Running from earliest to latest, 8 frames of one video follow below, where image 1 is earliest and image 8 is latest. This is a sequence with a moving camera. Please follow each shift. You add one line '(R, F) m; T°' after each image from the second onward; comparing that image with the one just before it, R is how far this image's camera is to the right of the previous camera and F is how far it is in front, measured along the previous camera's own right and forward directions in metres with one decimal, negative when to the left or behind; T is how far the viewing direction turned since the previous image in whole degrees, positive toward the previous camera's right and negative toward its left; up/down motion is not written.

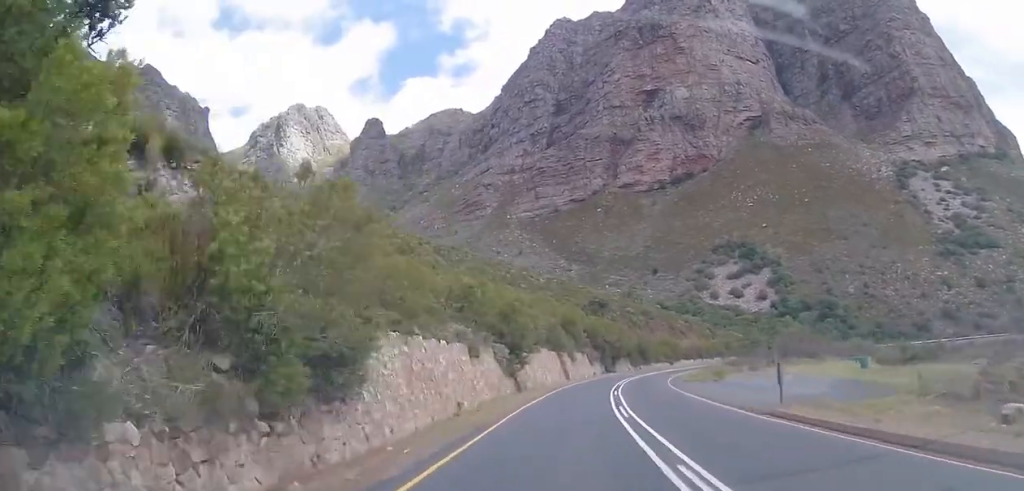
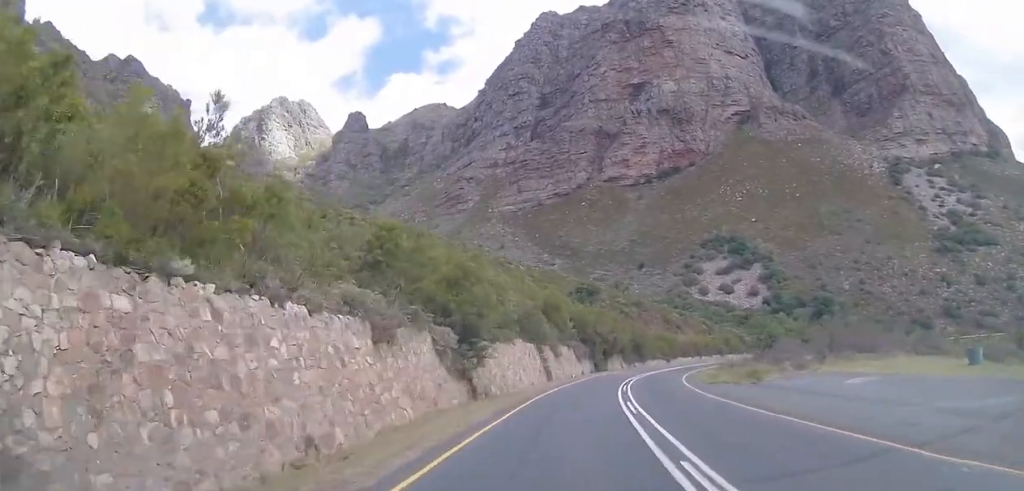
(+0.4, +12.1) m; +3°
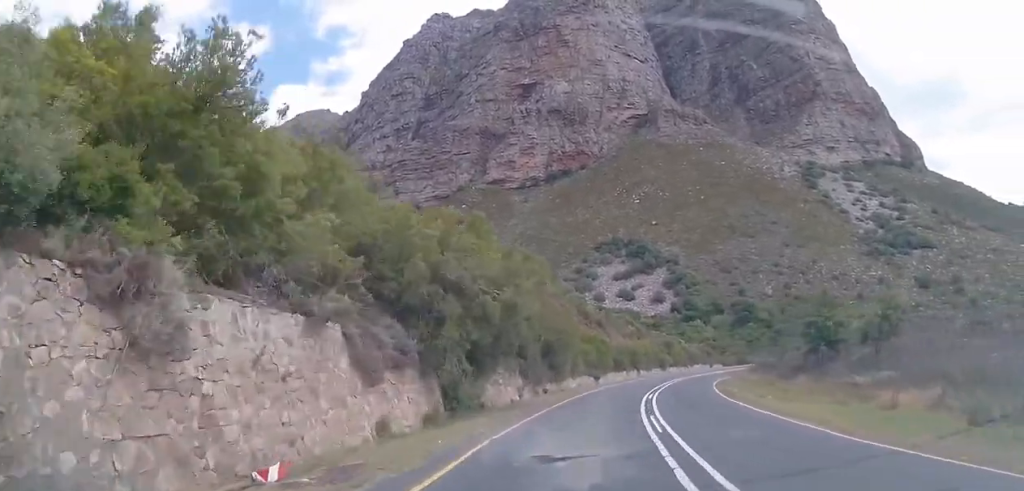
(+3.8, +39.6) m; +12°
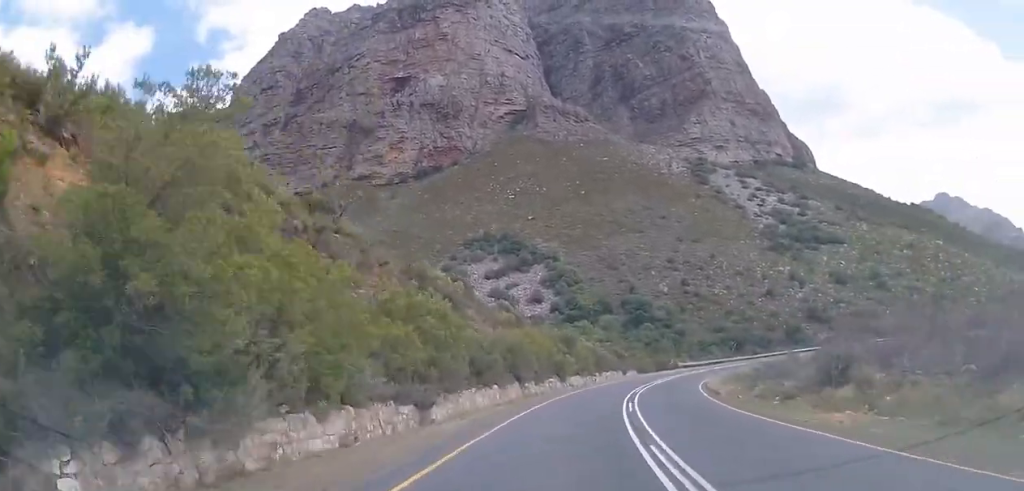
(+3.2, +29.6) m; +11°
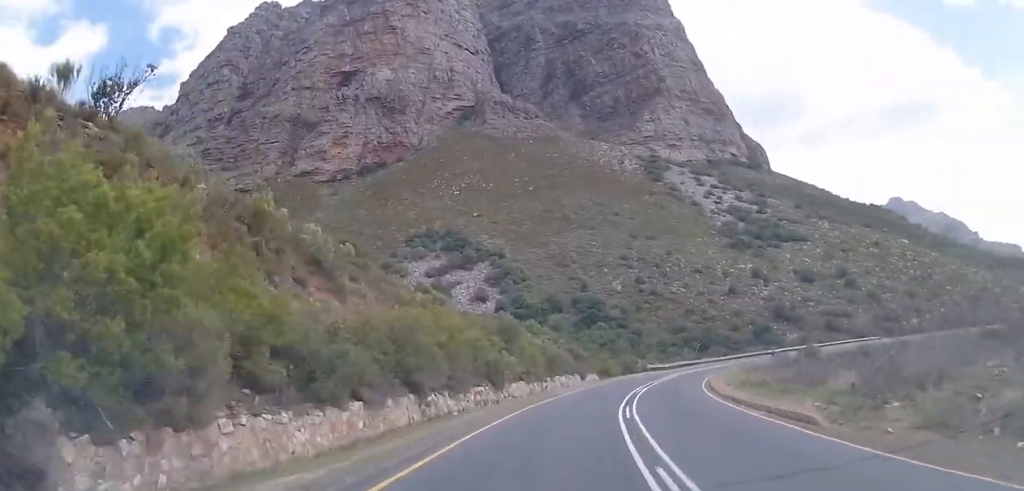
(+0.6, +14.3) m; +5°
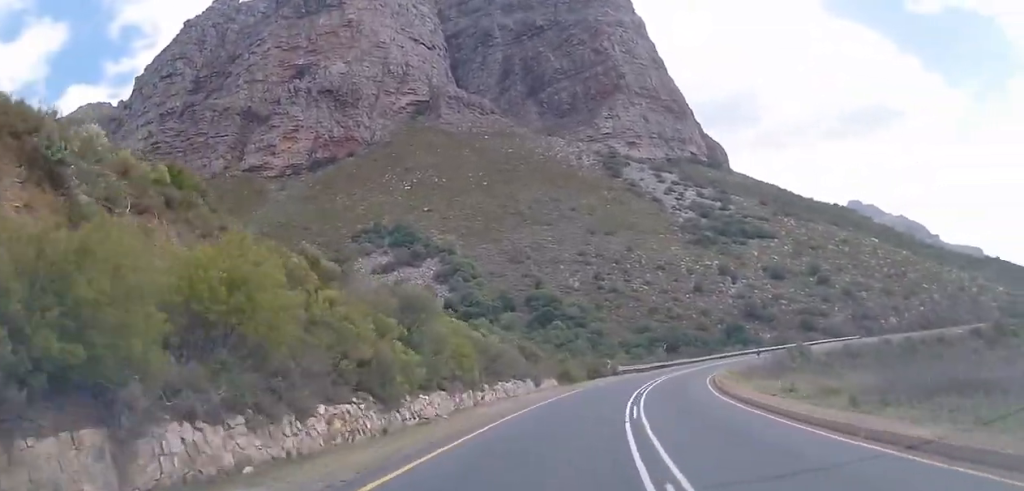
(-0.1, +12.6) m; +5°
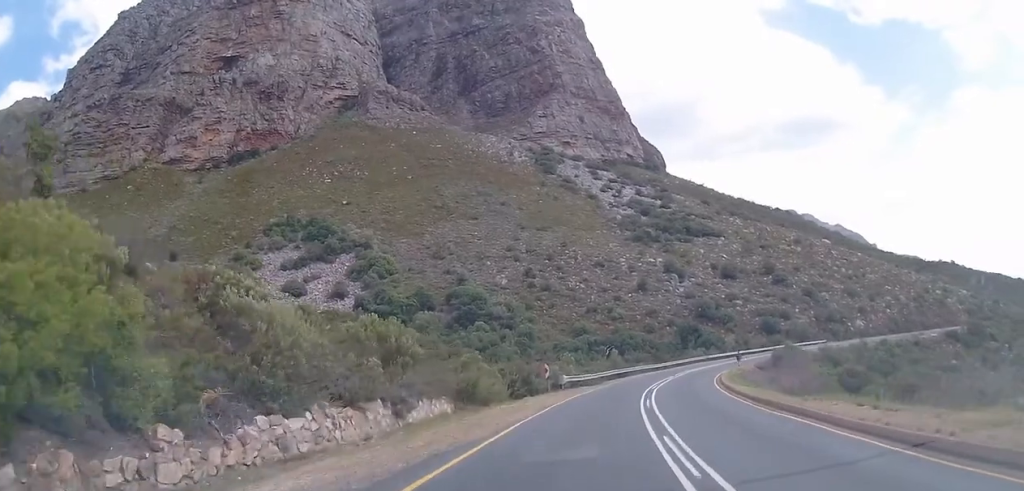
(+2.1, +19.6) m; +11°
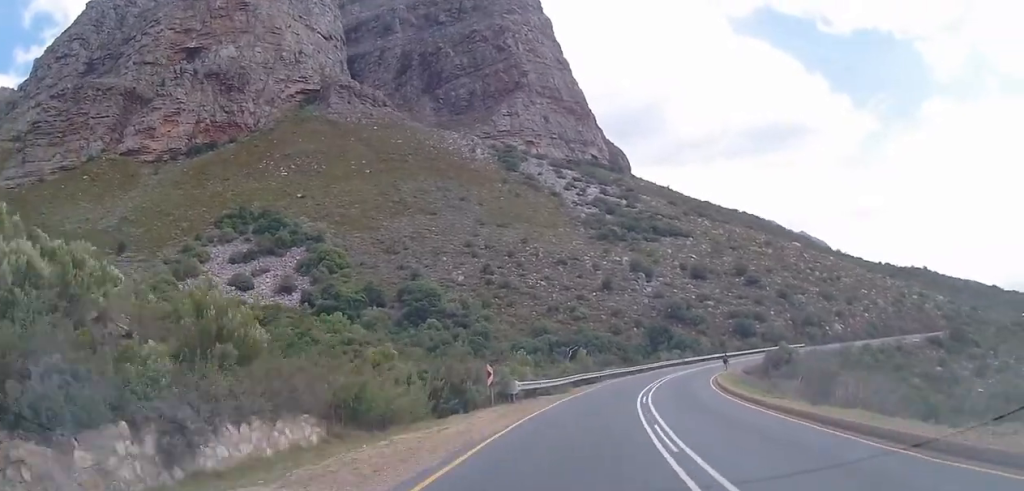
(+0.7, +9.5) m; +4°
